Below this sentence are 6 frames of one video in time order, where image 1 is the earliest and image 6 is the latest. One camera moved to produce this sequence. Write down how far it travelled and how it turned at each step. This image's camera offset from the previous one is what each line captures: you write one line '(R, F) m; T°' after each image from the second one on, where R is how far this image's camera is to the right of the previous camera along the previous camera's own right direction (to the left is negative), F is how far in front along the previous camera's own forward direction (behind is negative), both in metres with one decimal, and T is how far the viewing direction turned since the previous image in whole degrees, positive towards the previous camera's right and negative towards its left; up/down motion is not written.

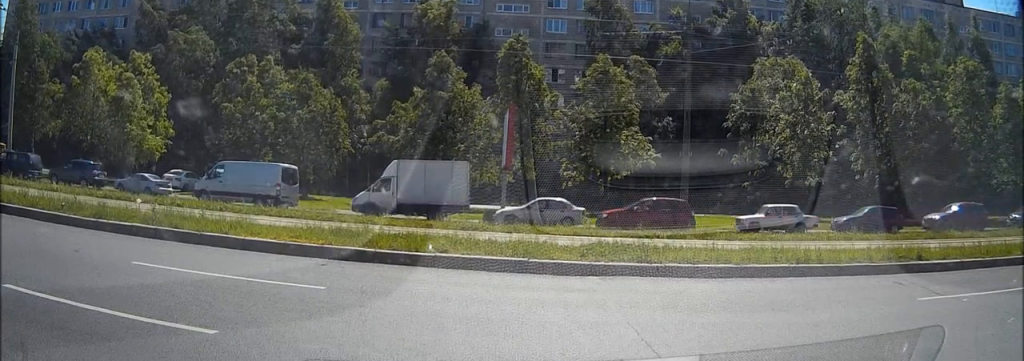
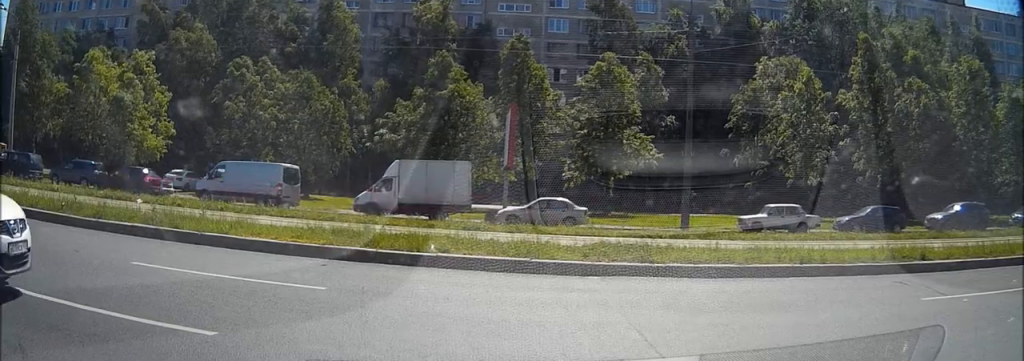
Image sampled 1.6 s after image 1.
(0.0, 0.0) m; 0°
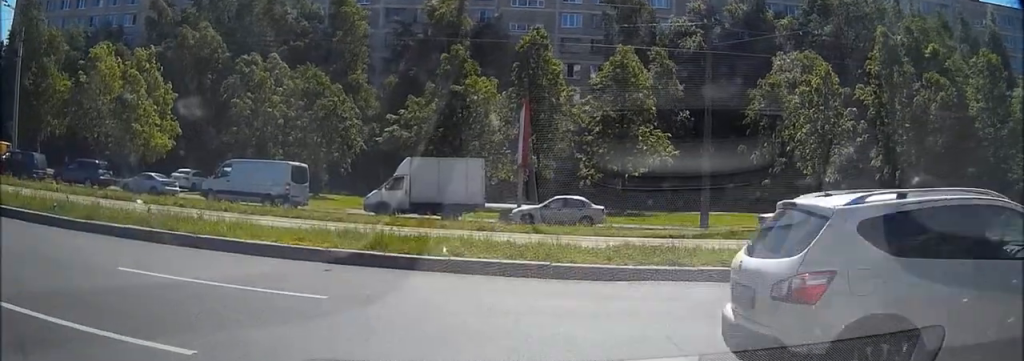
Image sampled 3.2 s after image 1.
(-0.1, +2.4) m; +4°
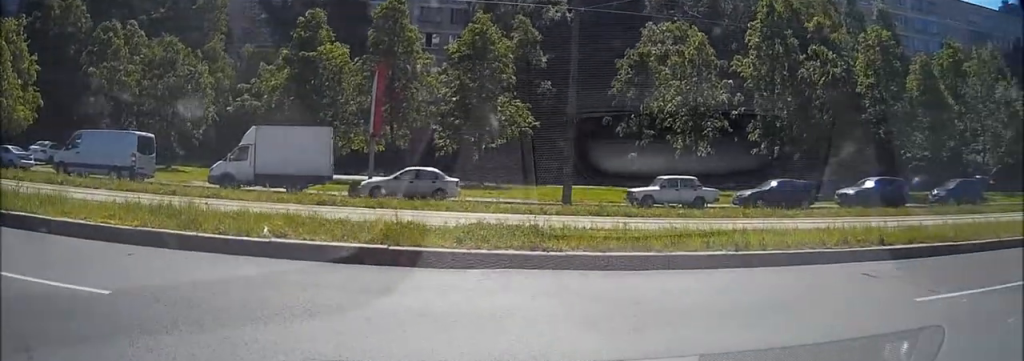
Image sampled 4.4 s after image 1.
(+0.4, +3.1) m; +16°
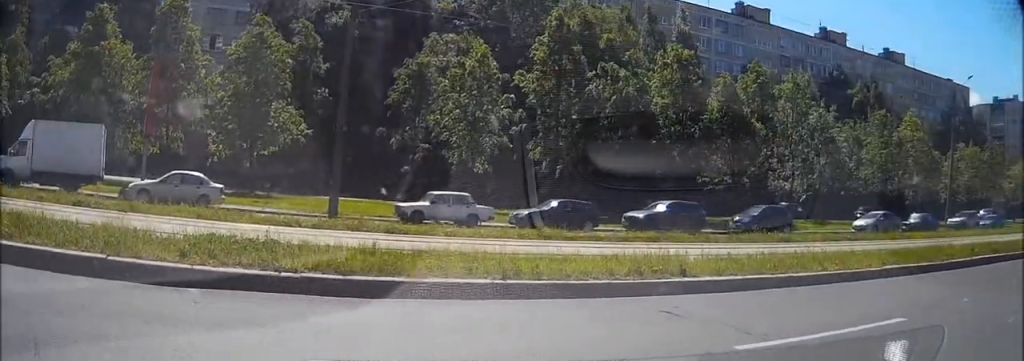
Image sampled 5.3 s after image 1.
(+0.2, +2.5) m; +11°
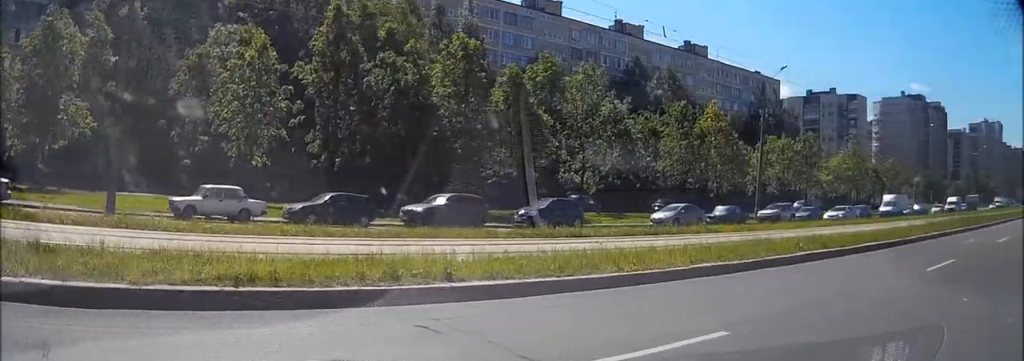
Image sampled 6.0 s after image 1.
(0.0, +2.4) m; +13°
